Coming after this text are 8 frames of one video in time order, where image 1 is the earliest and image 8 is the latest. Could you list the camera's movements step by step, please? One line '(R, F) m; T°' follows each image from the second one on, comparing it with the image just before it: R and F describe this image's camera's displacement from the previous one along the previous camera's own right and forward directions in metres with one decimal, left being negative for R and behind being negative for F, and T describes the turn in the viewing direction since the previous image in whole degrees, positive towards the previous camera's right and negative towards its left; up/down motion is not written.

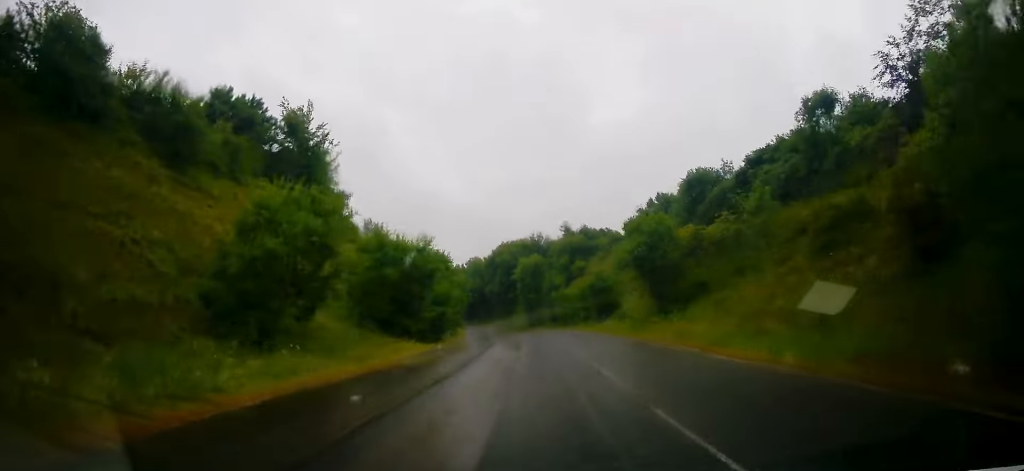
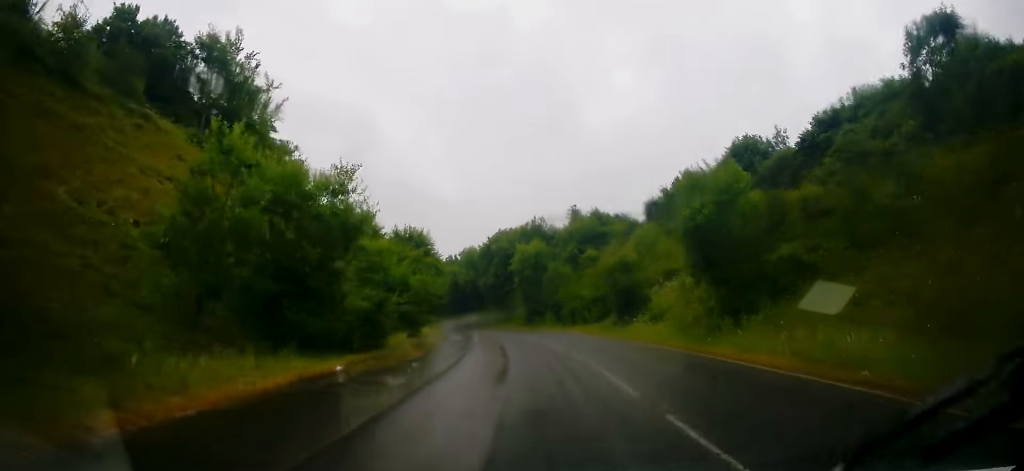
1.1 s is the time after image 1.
(+0.2, +13.2) m; 0°
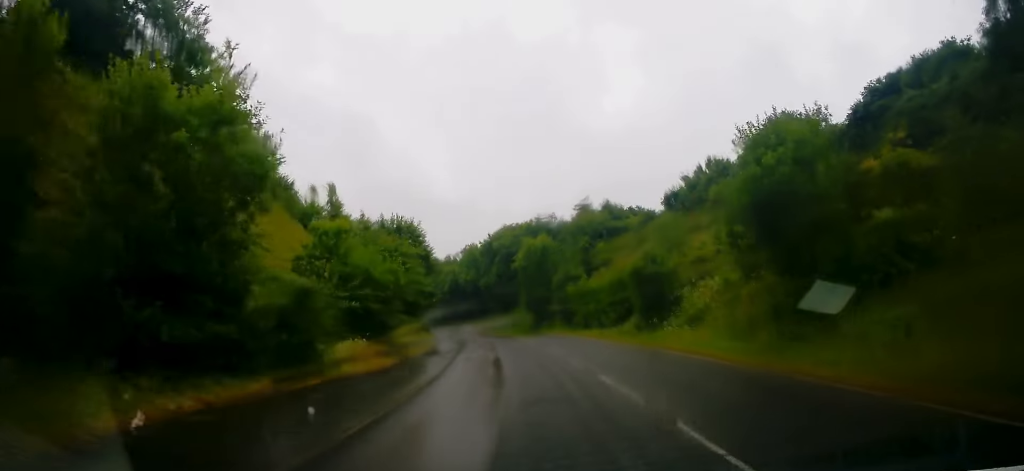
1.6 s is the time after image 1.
(-0.1, +6.9) m; -1°
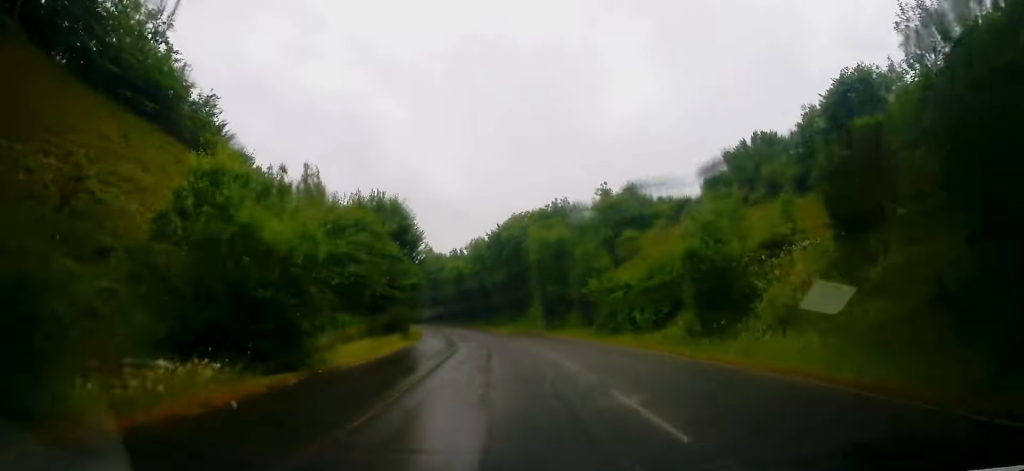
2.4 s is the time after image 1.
(0.0, +9.3) m; -1°
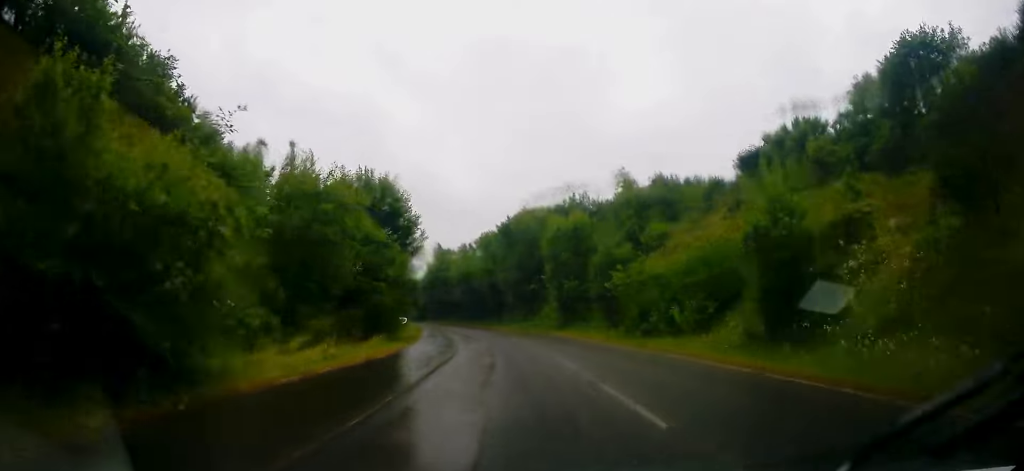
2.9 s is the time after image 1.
(0.0, +5.7) m; -1°
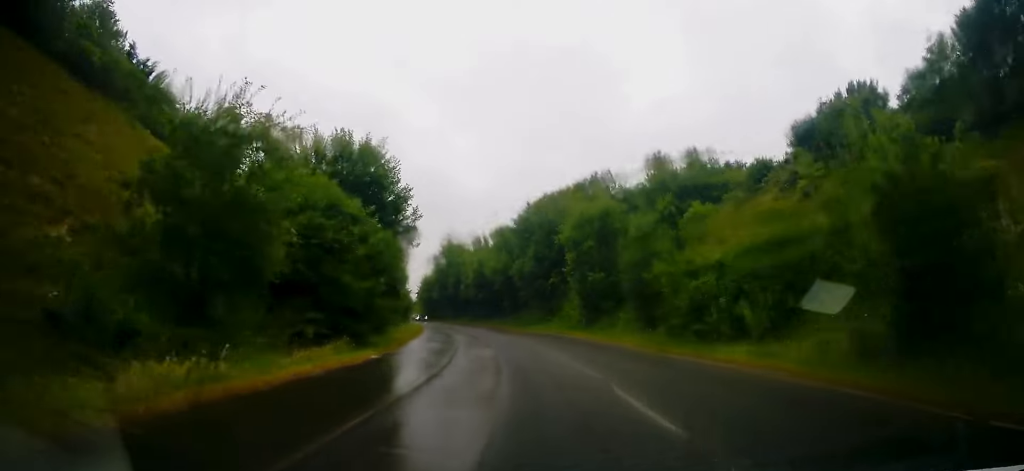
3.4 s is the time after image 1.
(-0.1, +6.5) m; -1°
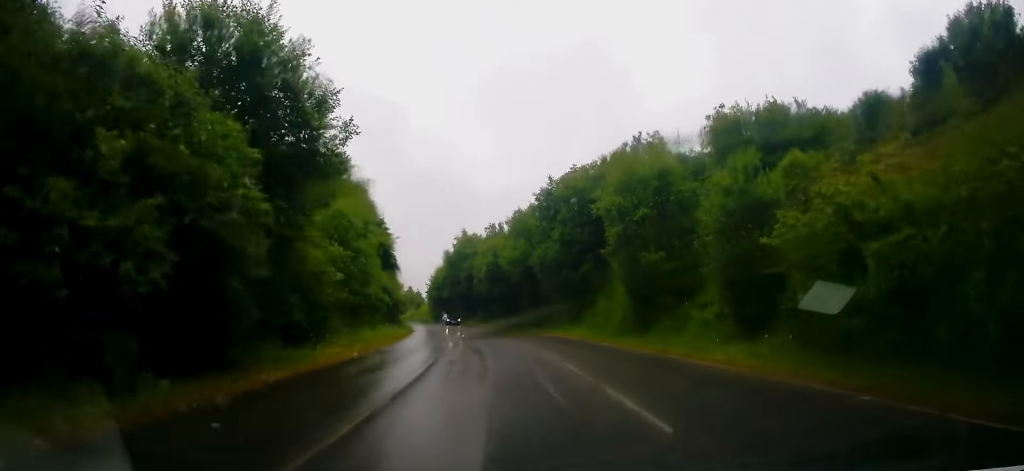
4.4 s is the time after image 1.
(-0.1, +12.1) m; -2°
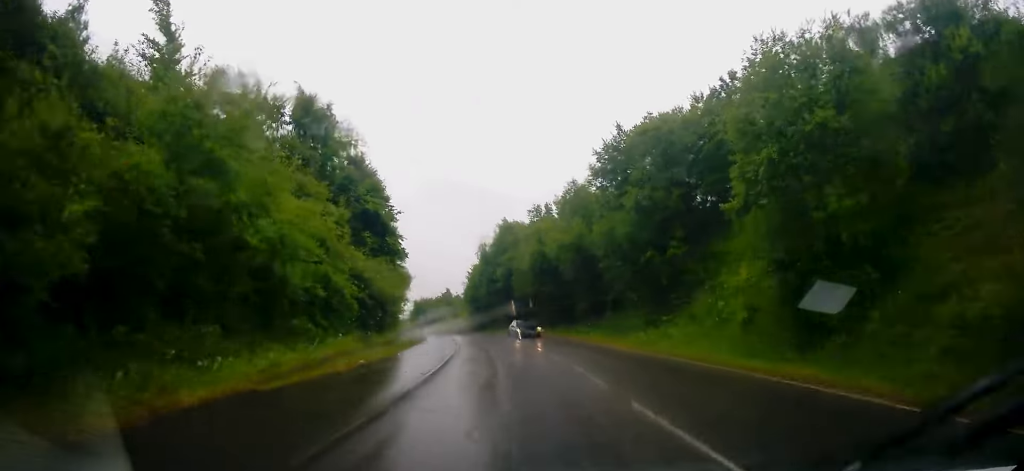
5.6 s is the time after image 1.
(-0.4, +14.0) m; -5°
